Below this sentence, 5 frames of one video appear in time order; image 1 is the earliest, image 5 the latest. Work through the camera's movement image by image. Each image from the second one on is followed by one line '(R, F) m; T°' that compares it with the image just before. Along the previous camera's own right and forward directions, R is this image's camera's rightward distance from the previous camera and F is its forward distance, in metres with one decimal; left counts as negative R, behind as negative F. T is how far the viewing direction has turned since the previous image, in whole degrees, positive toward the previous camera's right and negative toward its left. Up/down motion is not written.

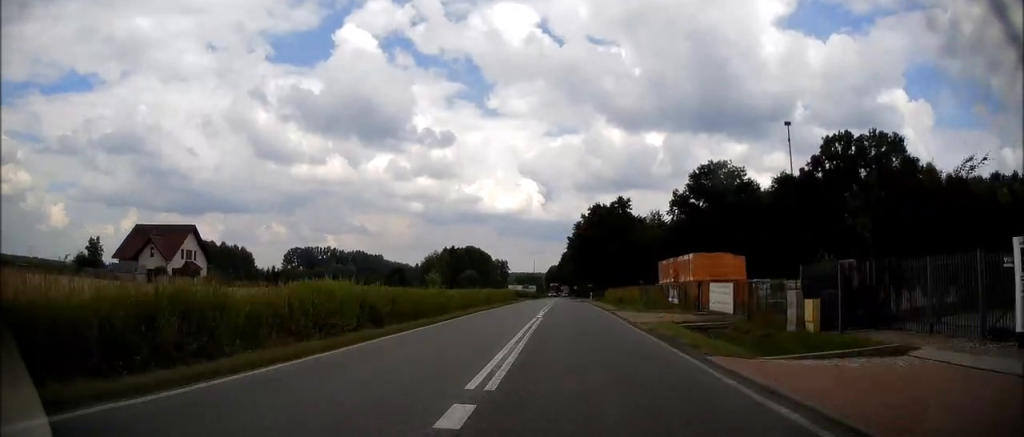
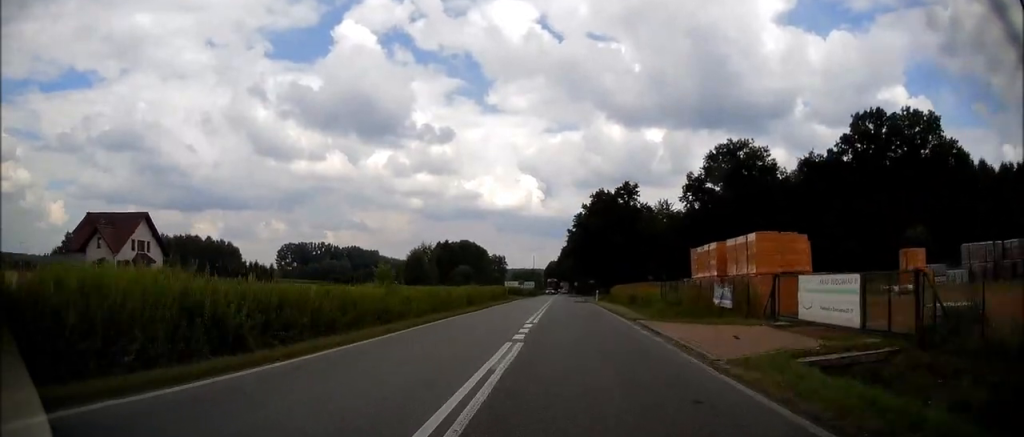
(+0.1, +11.6) m; 0°
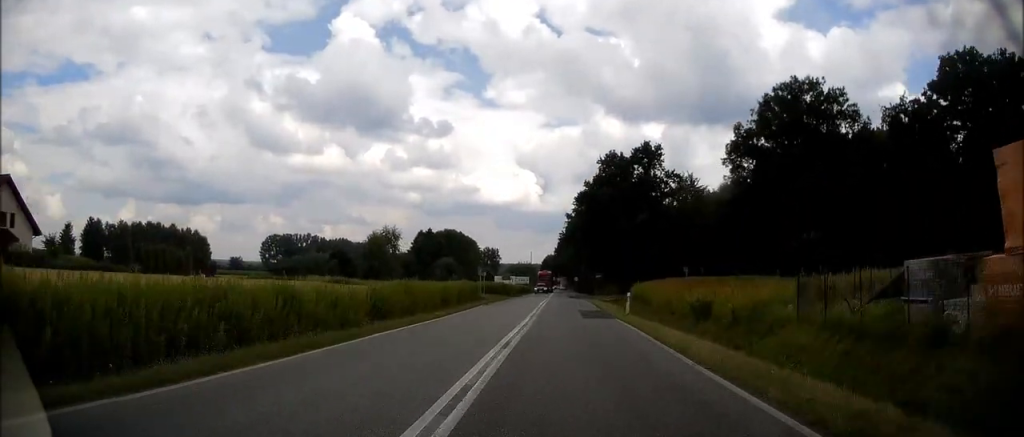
(-0.2, +24.9) m; 0°
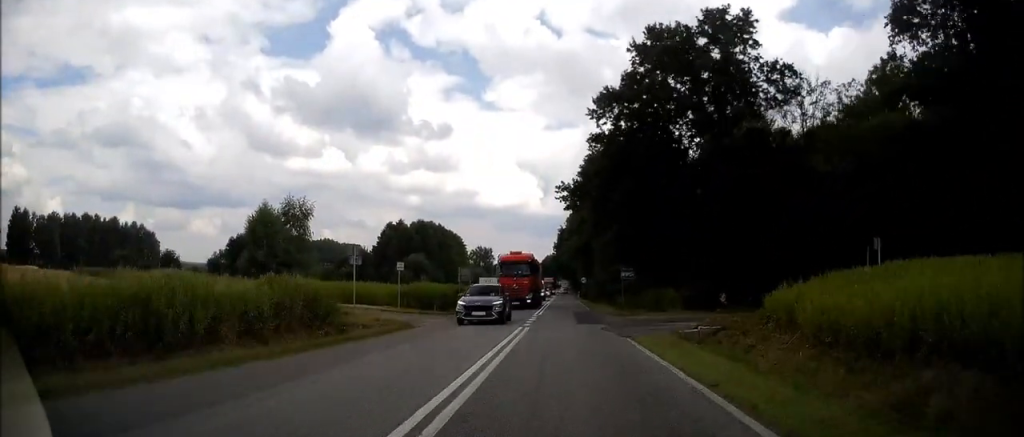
(+0.1, +36.0) m; 0°
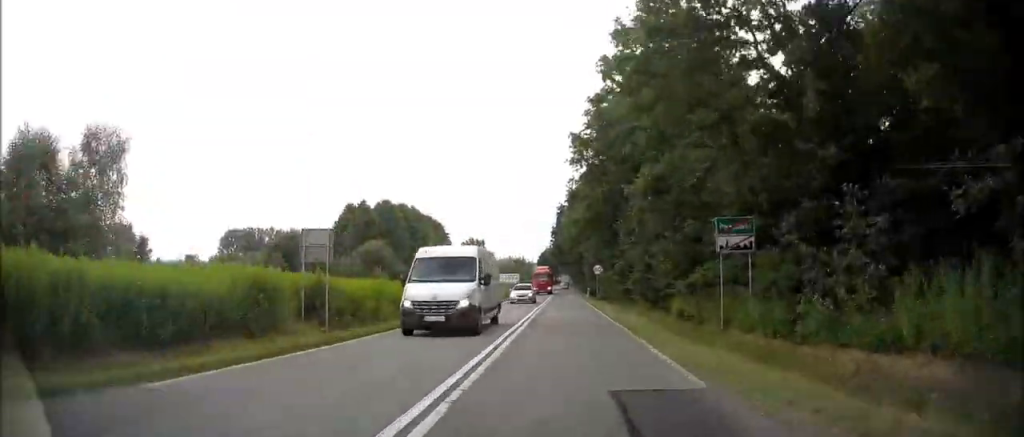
(-0.1, +30.8) m; +2°
